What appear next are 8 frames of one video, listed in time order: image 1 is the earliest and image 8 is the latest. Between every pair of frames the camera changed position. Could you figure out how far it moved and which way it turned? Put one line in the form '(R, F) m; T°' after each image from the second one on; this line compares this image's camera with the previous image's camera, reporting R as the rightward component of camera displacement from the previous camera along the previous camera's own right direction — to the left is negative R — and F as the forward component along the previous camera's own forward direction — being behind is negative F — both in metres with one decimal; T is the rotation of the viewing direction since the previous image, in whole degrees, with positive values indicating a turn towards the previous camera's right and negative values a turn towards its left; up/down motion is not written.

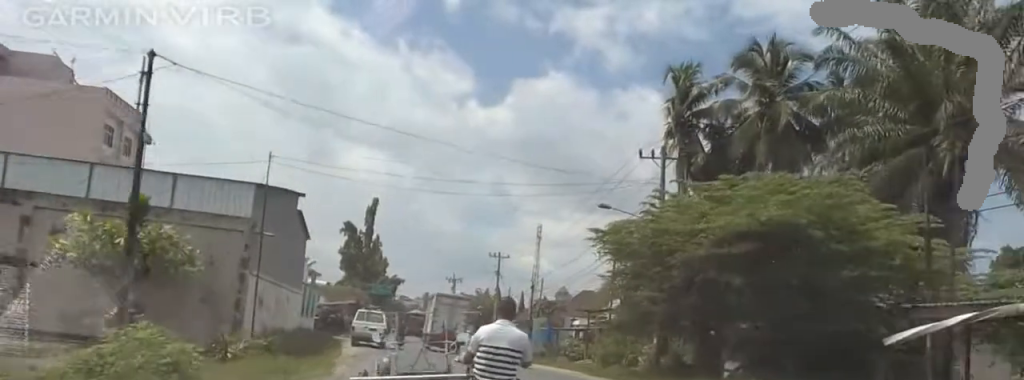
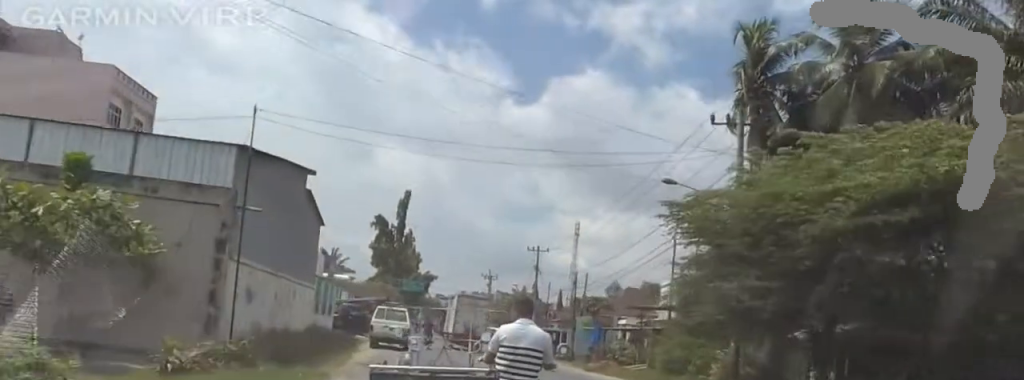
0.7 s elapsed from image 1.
(-0.5, +6.6) m; -5°
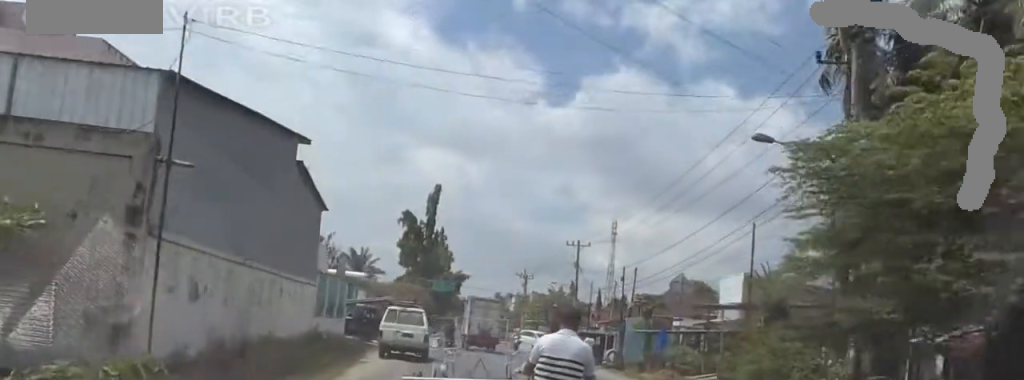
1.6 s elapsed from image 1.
(0.0, +7.5) m; 0°
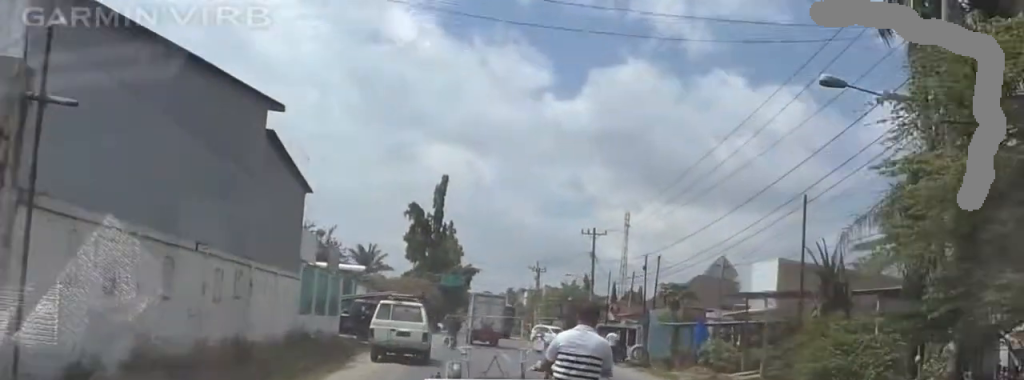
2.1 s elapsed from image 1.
(0.0, +4.5) m; 0°
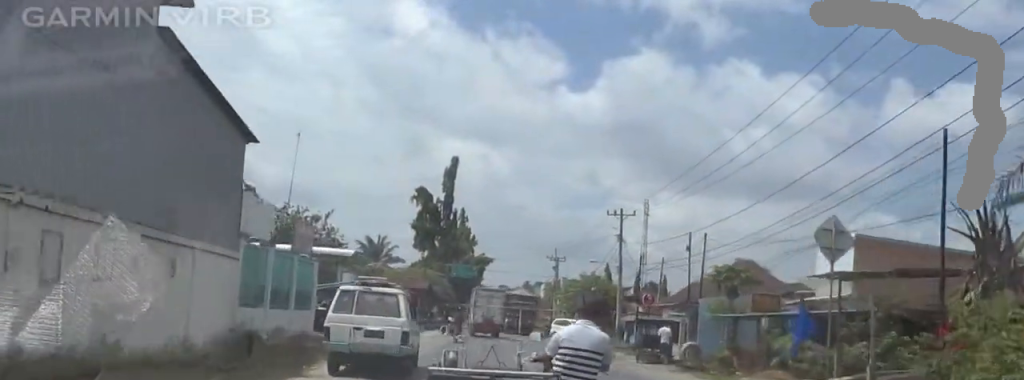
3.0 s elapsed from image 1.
(0.0, +8.2) m; -3°
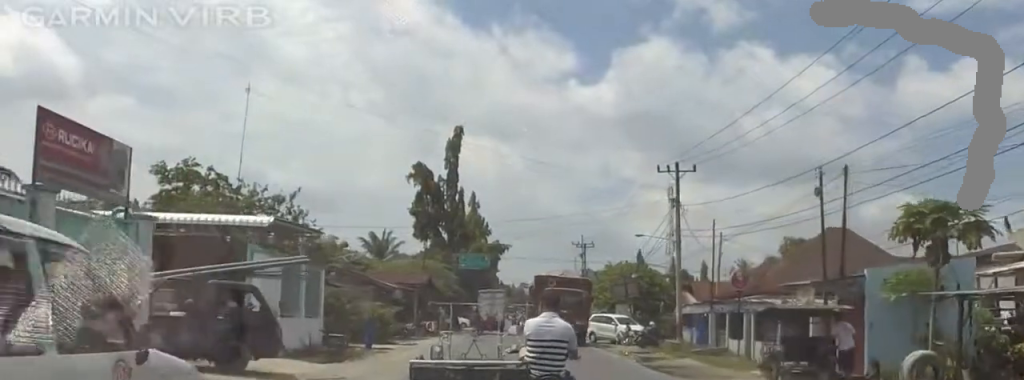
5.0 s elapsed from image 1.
(-1.5, +15.6) m; -8°
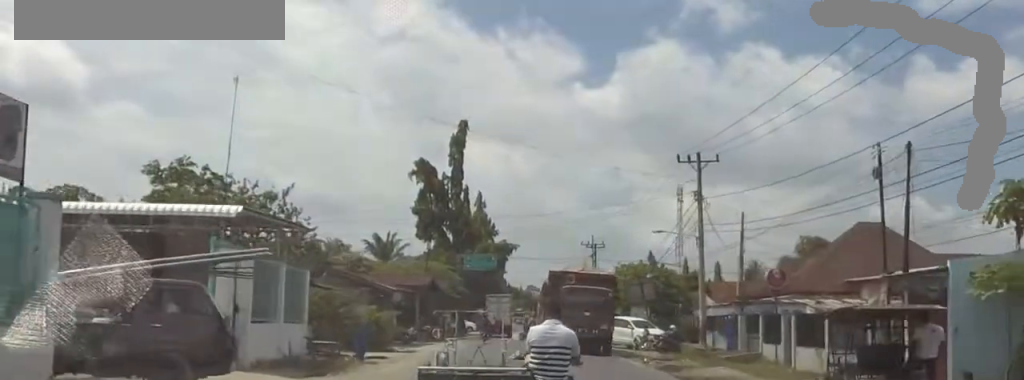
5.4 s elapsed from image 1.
(+0.5, +3.7) m; -3°
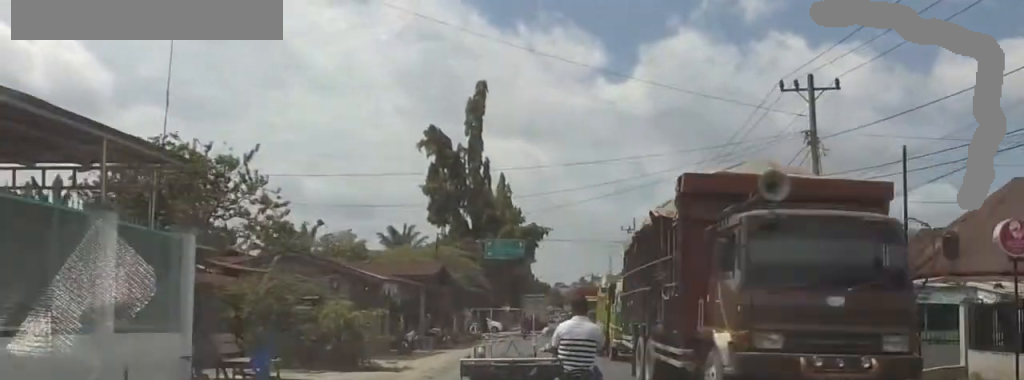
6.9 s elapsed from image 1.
(-1.8, +12.7) m; -7°
